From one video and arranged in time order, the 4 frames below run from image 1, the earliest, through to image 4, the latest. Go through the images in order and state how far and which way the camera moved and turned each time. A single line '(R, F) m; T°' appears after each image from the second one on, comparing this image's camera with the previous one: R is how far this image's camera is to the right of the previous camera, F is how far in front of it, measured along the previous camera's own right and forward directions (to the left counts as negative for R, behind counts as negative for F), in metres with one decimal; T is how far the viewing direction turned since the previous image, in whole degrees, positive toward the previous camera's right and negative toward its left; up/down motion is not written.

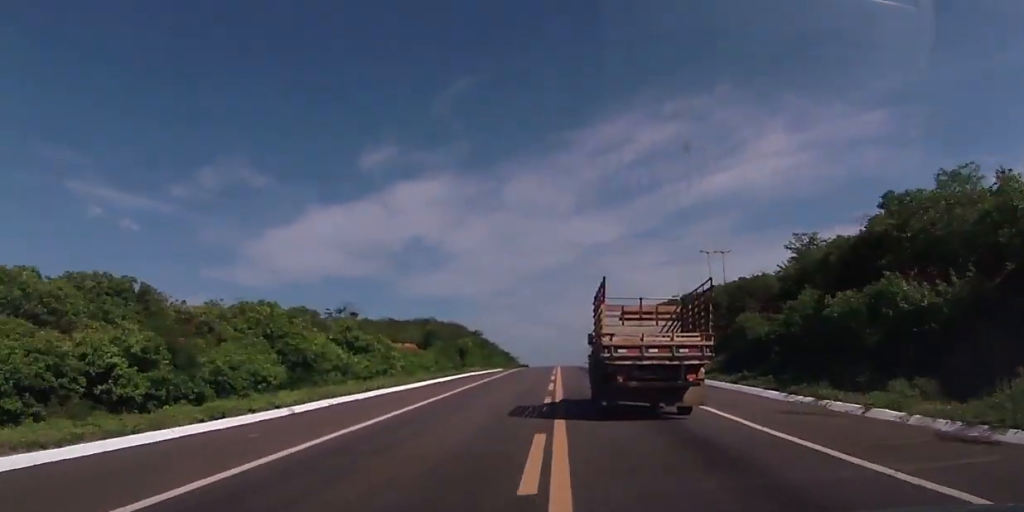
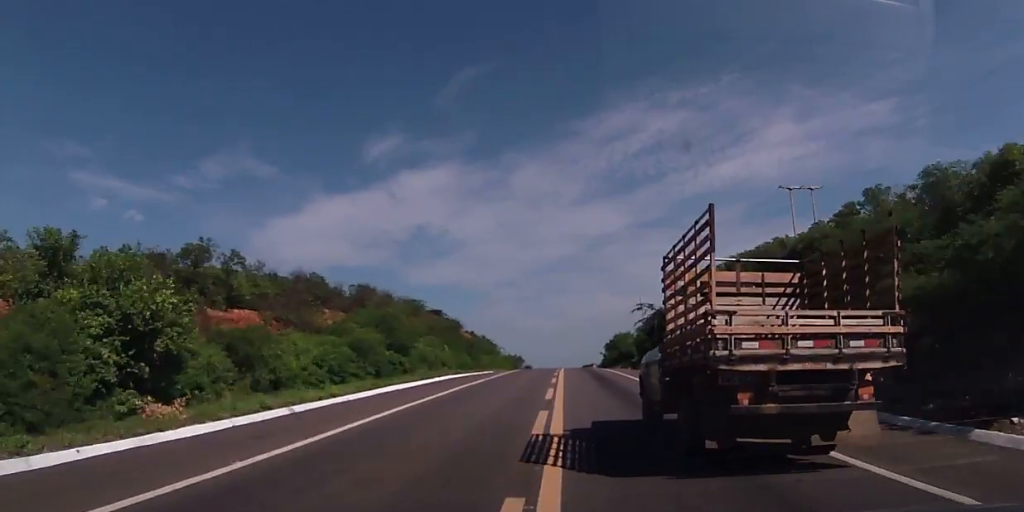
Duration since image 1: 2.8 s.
(-1.0, +57.4) m; -1°
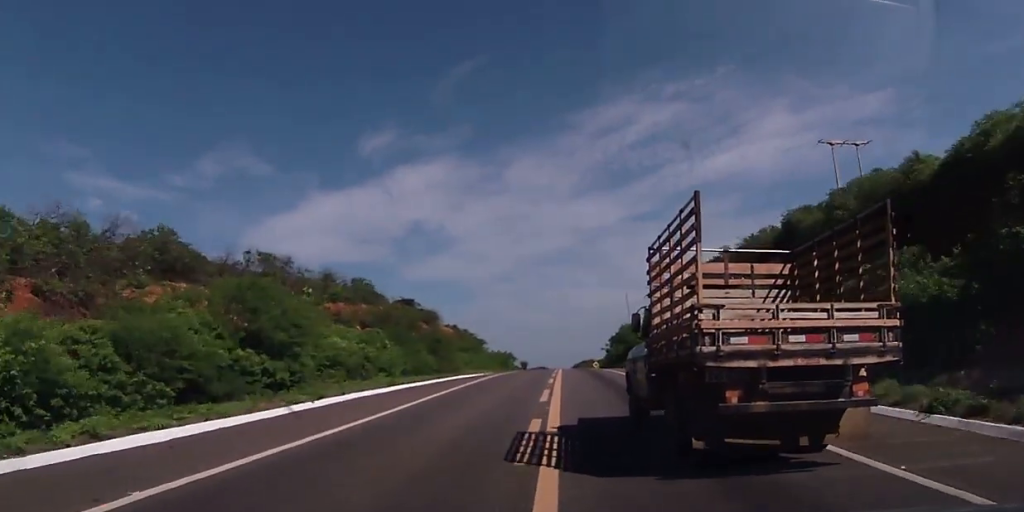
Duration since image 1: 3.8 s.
(+0.4, +19.6) m; +1°
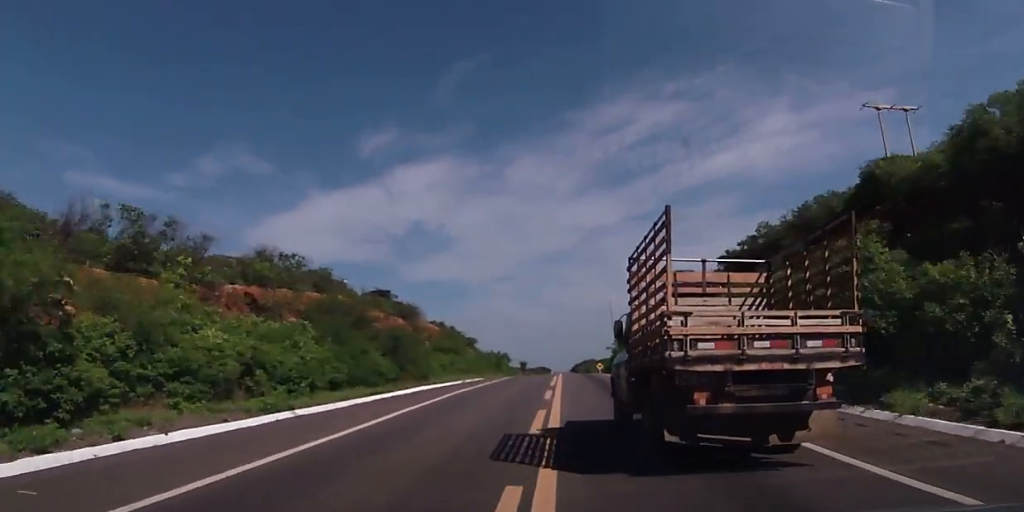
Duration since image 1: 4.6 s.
(0.0, +14.0) m; -1°
